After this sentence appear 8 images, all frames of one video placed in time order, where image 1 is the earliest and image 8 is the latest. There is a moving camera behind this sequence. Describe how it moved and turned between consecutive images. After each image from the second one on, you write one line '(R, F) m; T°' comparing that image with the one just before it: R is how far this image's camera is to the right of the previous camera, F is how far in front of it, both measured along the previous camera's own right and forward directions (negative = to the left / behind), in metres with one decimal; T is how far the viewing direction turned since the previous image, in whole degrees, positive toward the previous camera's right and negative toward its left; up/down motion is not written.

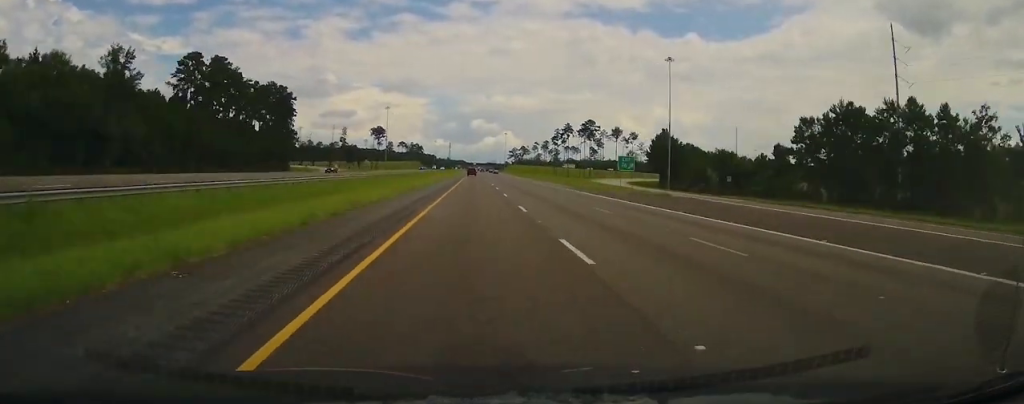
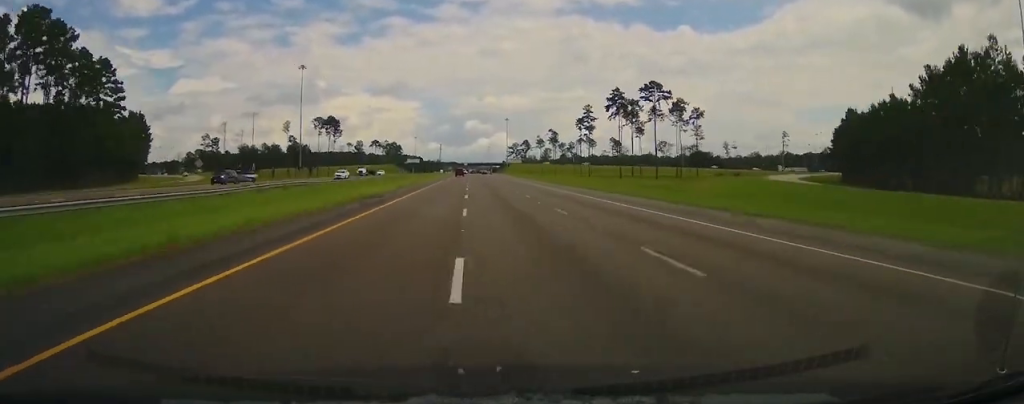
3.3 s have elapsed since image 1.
(-0.4, +120.2) m; 0°
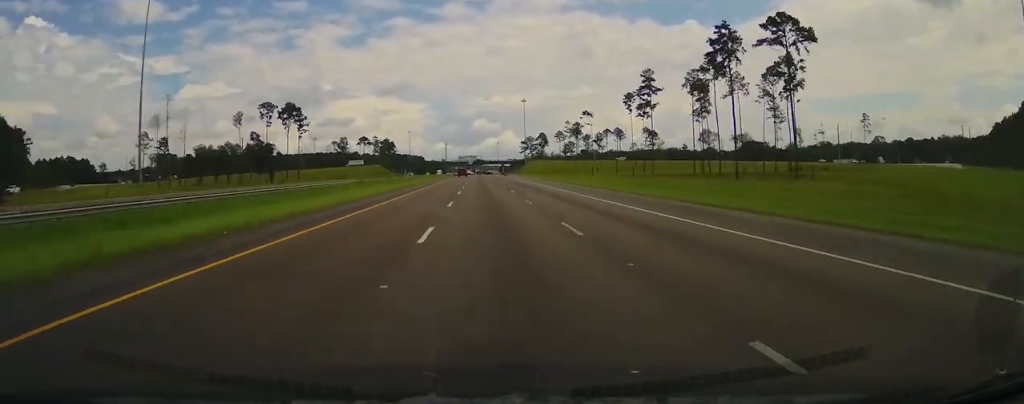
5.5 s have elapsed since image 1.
(+0.4, +76.9) m; 0°
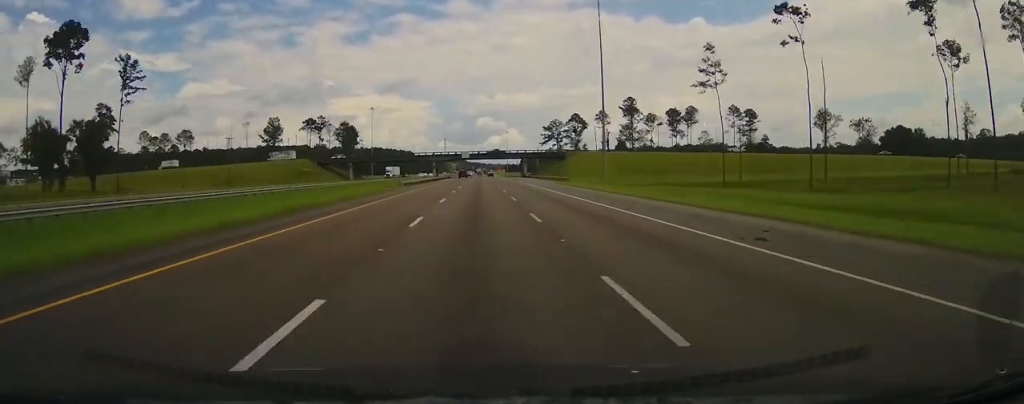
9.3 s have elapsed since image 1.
(-0.1, +139.1) m; -1°
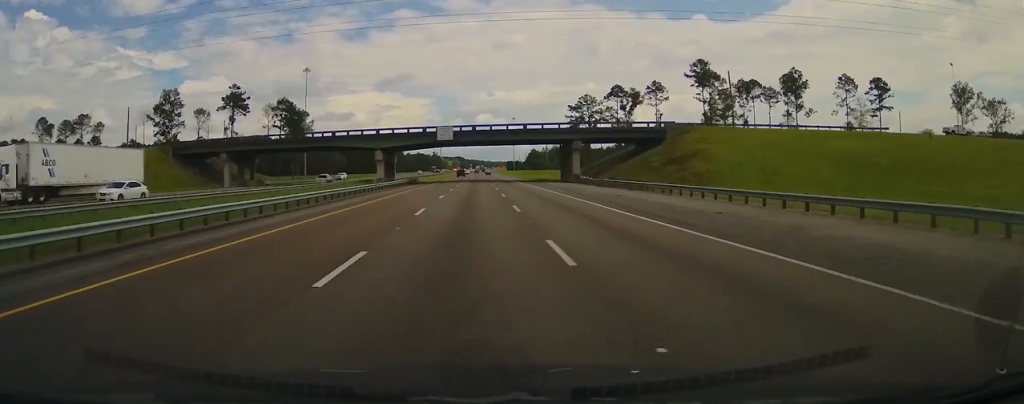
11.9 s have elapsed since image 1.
(-0.5, +90.9) m; -1°
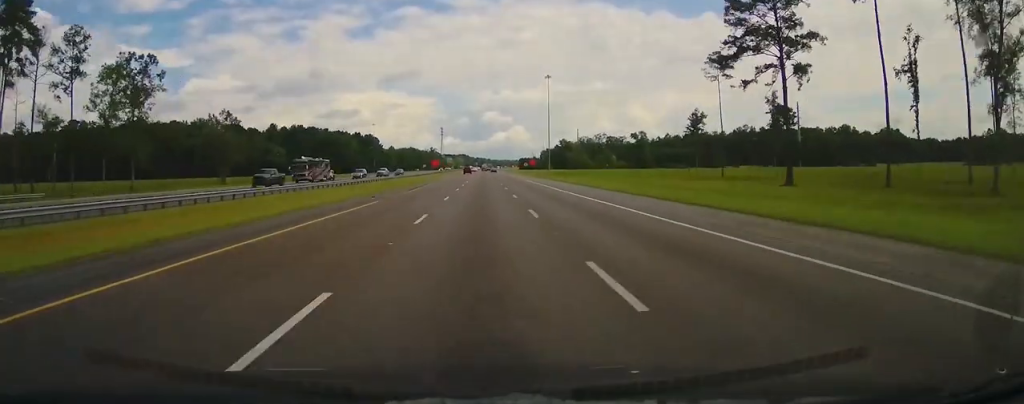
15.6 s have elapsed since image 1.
(-1.2, +133.8) m; +1°
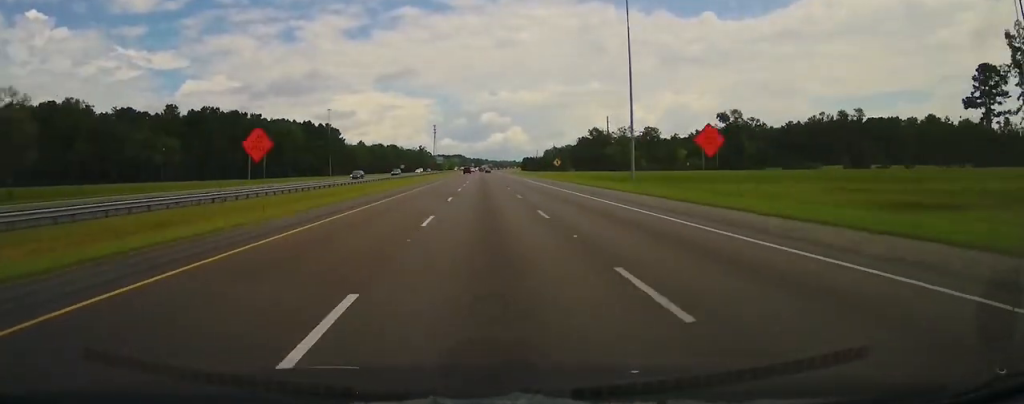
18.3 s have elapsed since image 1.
(+1.8, +95.5) m; 0°
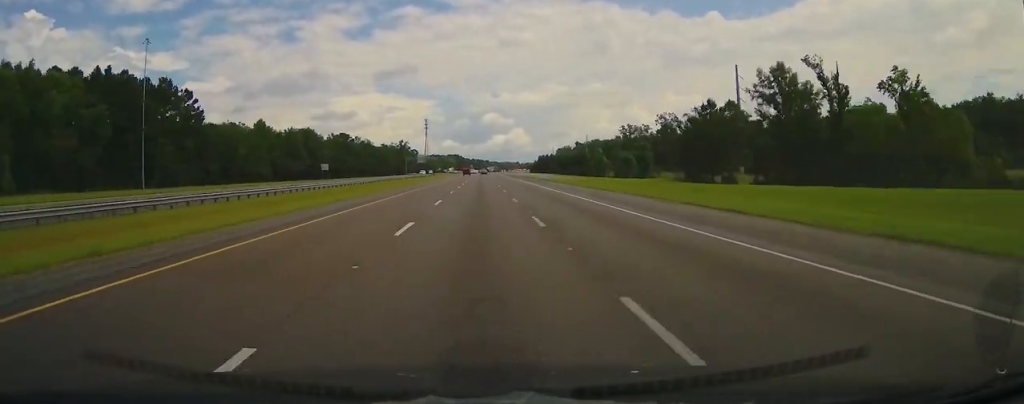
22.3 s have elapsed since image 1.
(-0.5, +143.5) m; 0°
